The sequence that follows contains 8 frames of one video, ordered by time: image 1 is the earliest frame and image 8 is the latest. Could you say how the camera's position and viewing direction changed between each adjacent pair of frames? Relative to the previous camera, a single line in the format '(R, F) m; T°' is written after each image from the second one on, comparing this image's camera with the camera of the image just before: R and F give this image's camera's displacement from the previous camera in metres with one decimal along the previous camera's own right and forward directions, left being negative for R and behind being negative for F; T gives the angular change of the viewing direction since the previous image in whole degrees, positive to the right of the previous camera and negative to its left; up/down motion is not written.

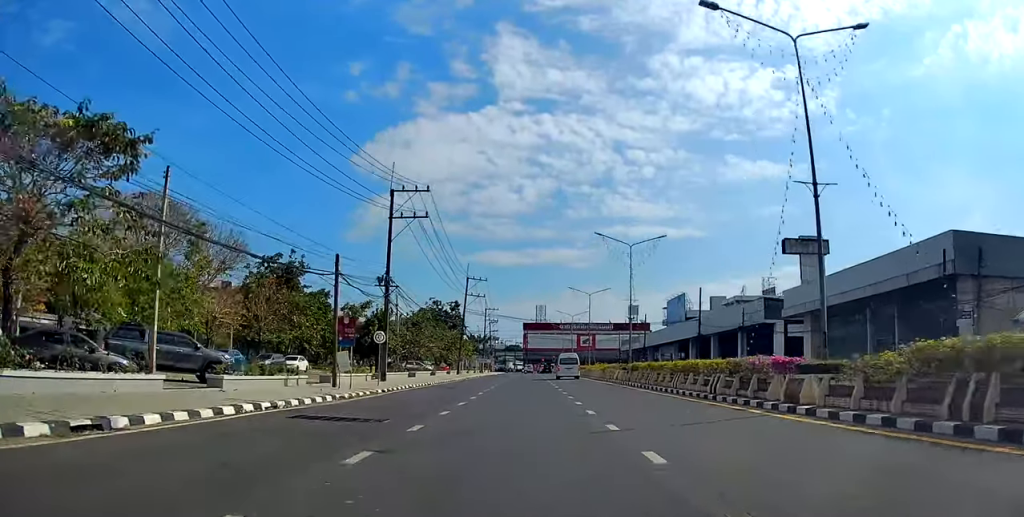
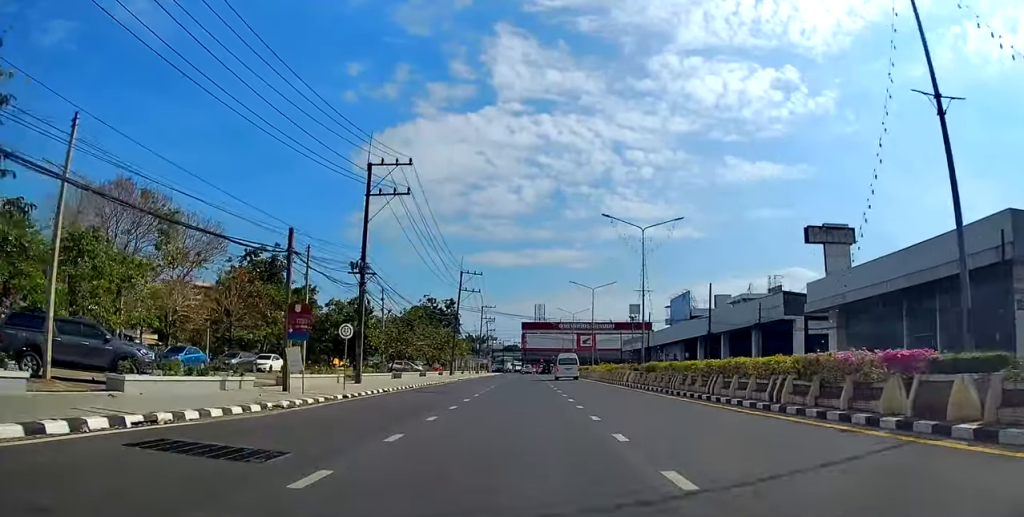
(0.0, +5.7) m; 0°
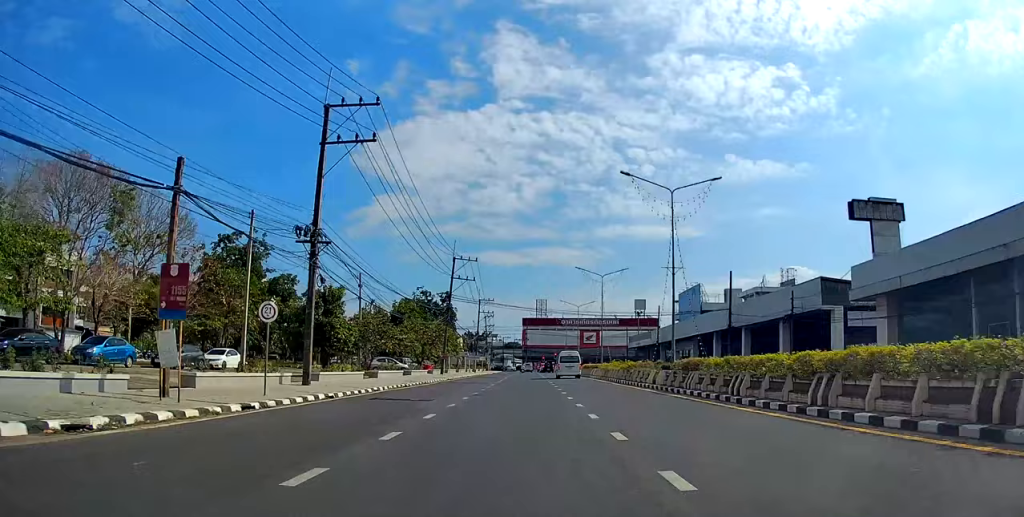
(0.0, +7.9) m; 0°
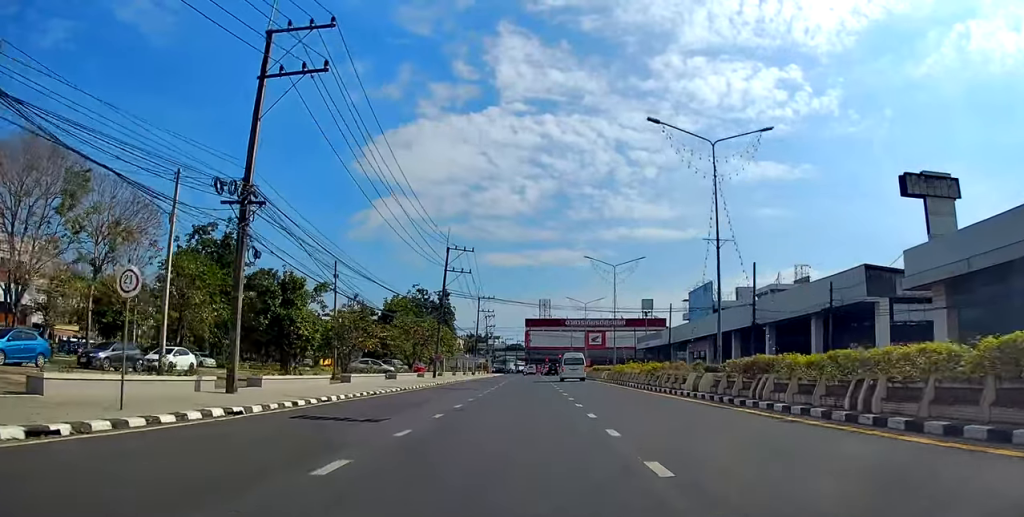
(0.0, +7.3) m; 0°
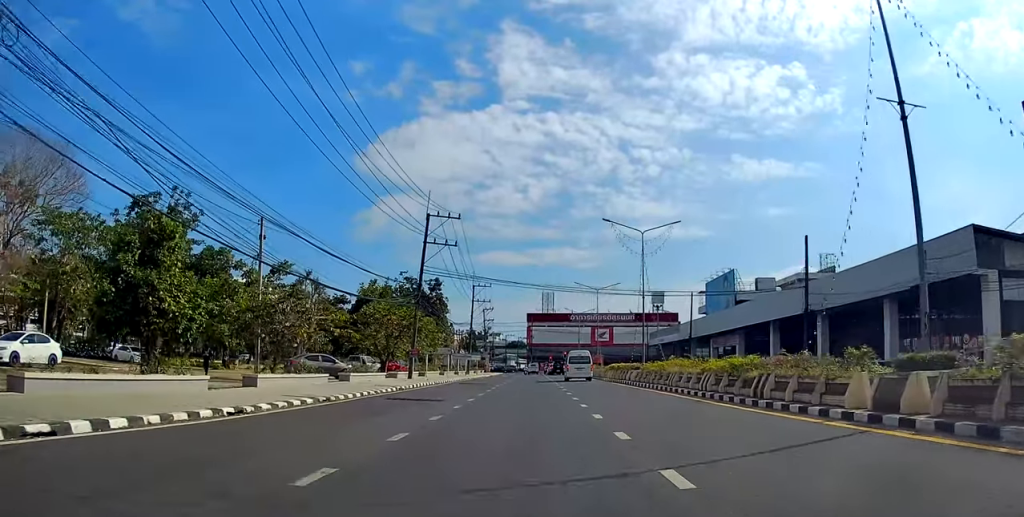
(+0.1, +13.3) m; +1°
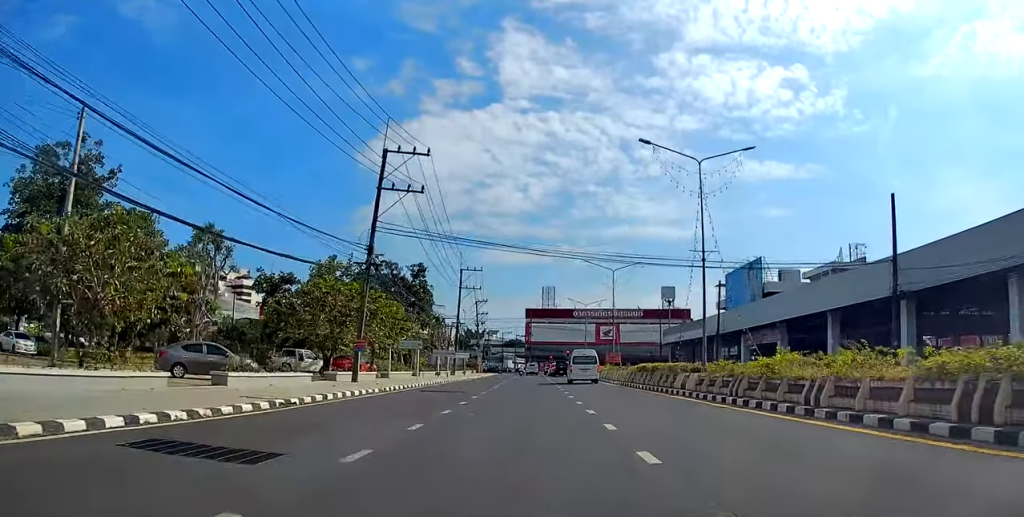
(+0.1, +15.2) m; -1°
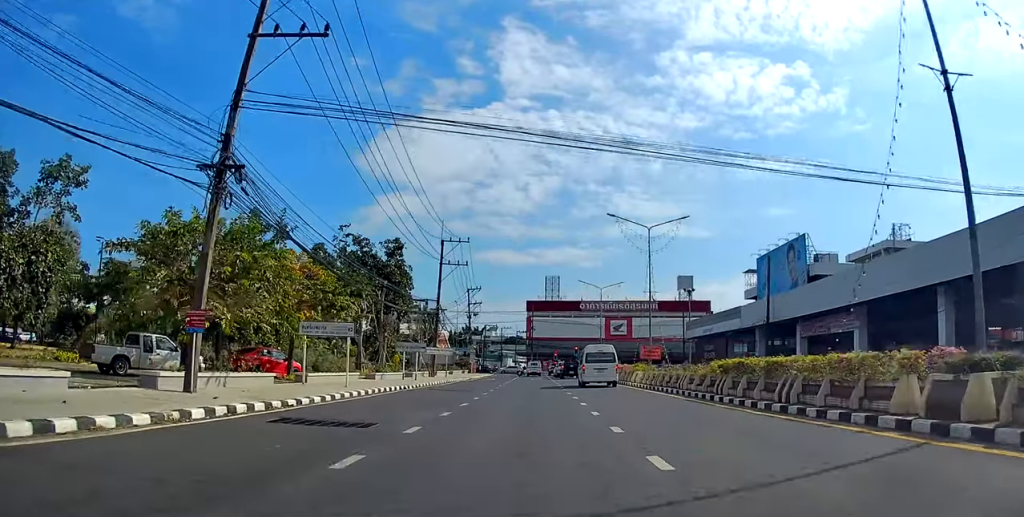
(-0.2, +16.9) m; +1°
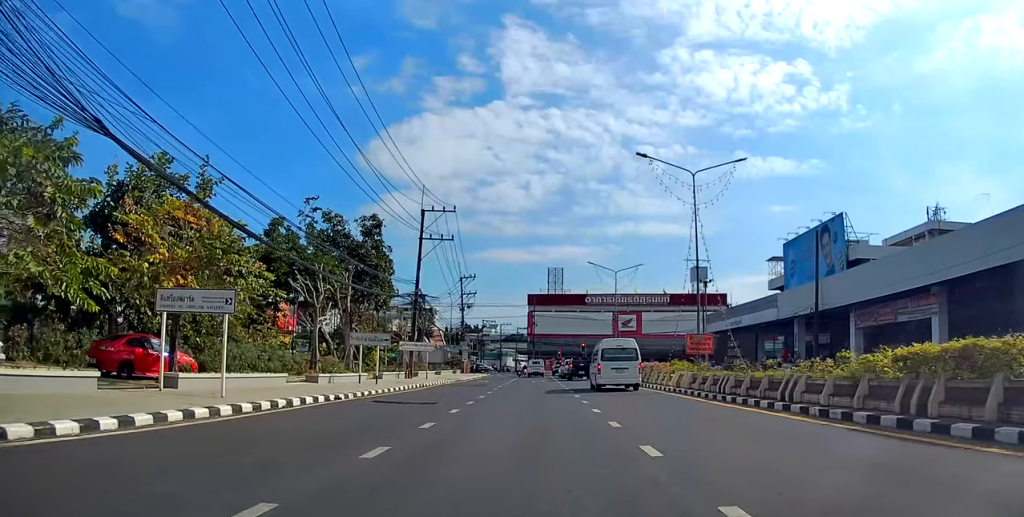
(+0.5, +11.8) m; +1°
